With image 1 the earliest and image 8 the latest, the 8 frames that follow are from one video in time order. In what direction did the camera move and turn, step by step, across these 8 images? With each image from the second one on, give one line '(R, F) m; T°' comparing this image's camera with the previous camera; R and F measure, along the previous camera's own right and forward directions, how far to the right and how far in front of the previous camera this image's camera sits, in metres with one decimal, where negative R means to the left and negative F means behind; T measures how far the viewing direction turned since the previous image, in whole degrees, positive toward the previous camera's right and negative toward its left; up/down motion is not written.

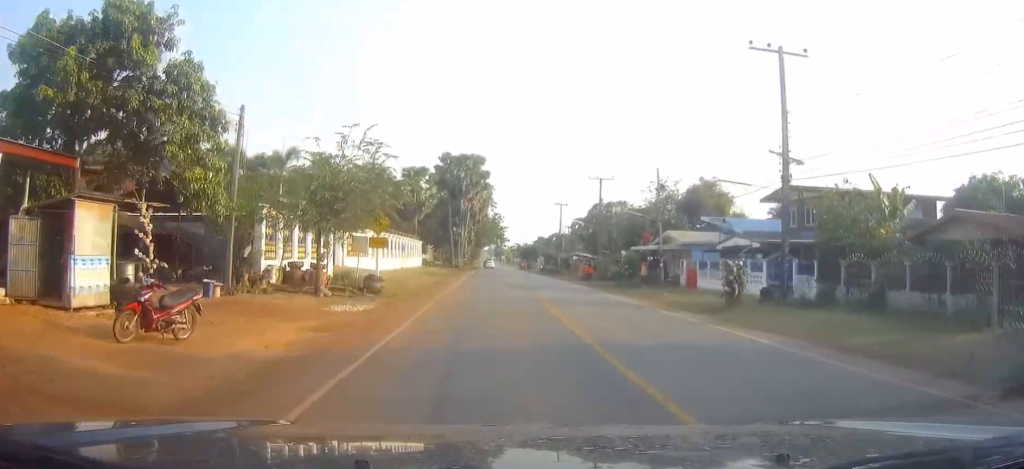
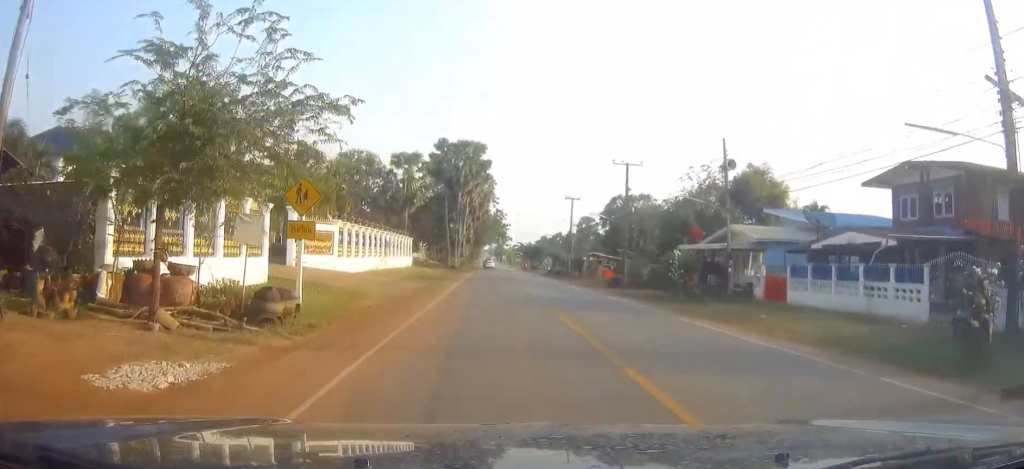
(+0.2, +12.2) m; +2°
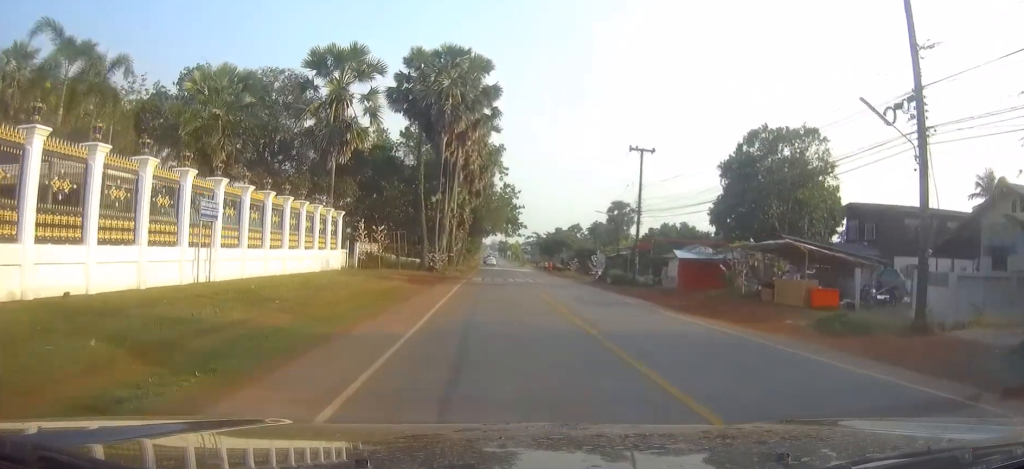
(+0.6, +40.4) m; 0°
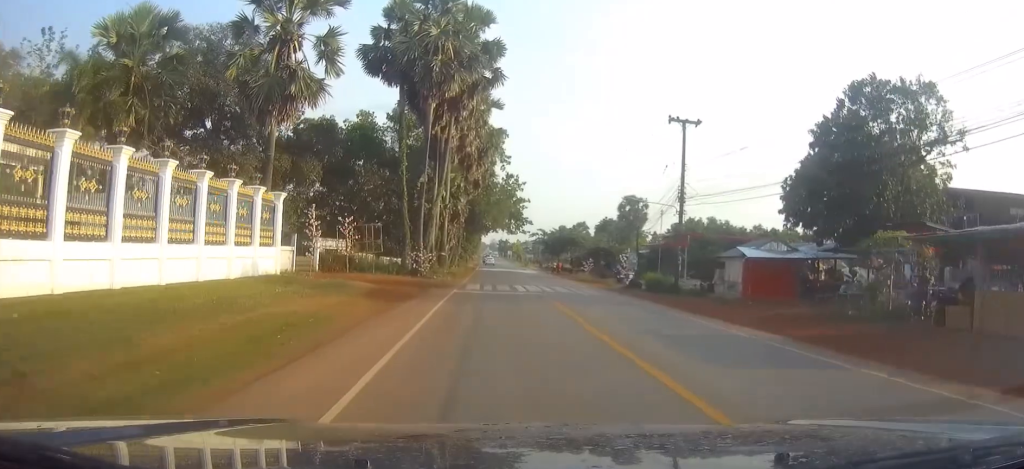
(+0.1, +11.8) m; 0°
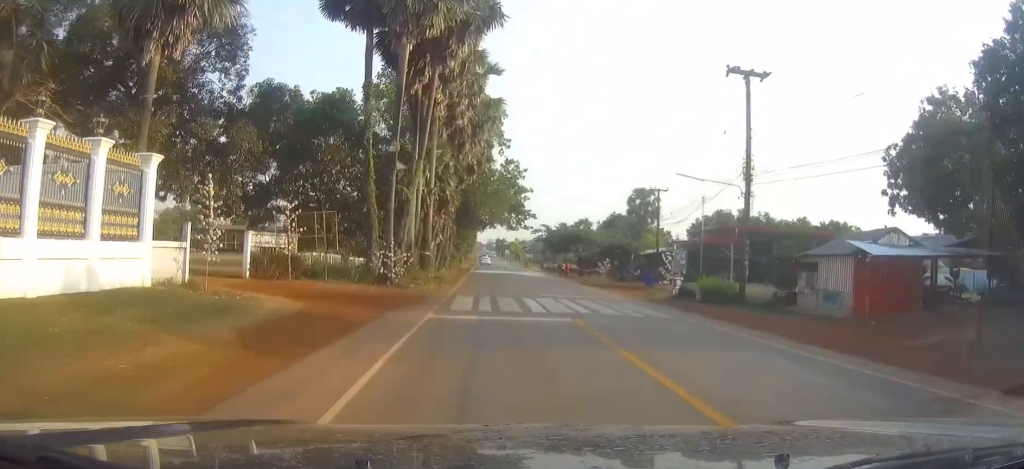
(0.0, +11.3) m; -1°
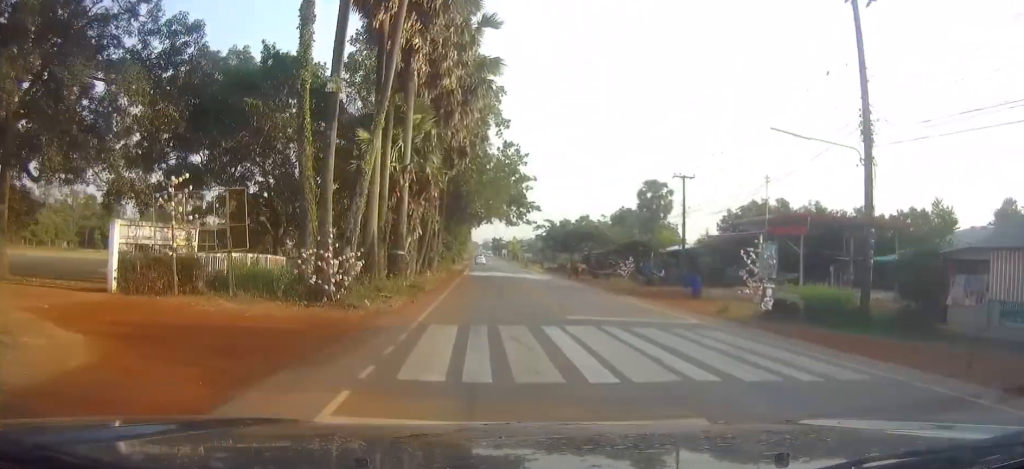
(-0.2, +10.8) m; -1°
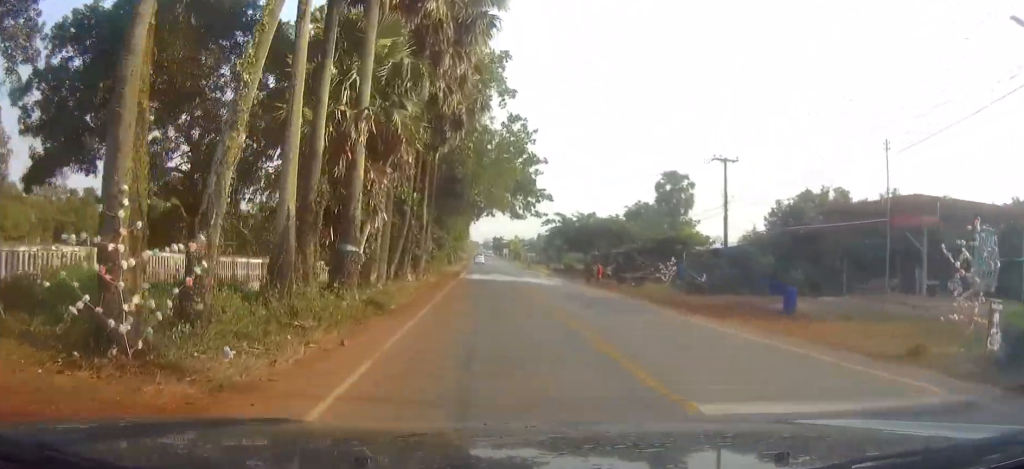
(-0.1, +10.8) m; 0°
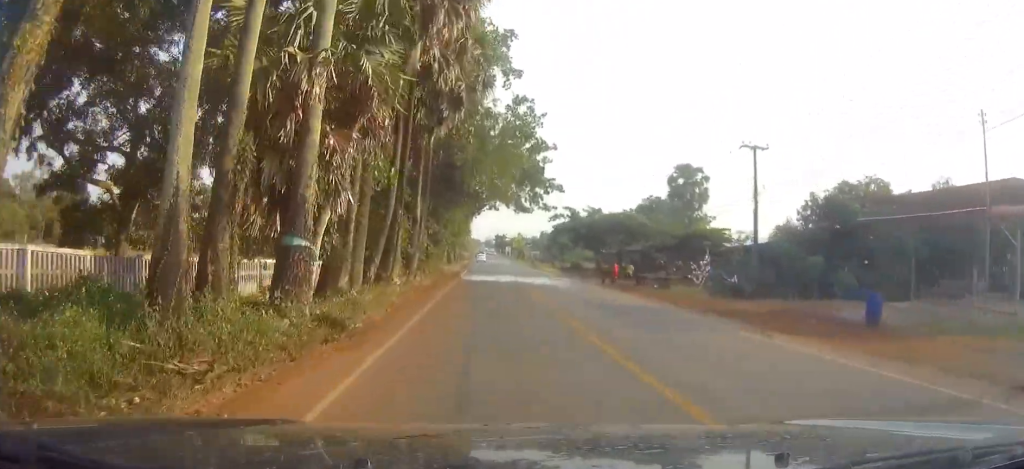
(0.0, +5.4) m; 0°
